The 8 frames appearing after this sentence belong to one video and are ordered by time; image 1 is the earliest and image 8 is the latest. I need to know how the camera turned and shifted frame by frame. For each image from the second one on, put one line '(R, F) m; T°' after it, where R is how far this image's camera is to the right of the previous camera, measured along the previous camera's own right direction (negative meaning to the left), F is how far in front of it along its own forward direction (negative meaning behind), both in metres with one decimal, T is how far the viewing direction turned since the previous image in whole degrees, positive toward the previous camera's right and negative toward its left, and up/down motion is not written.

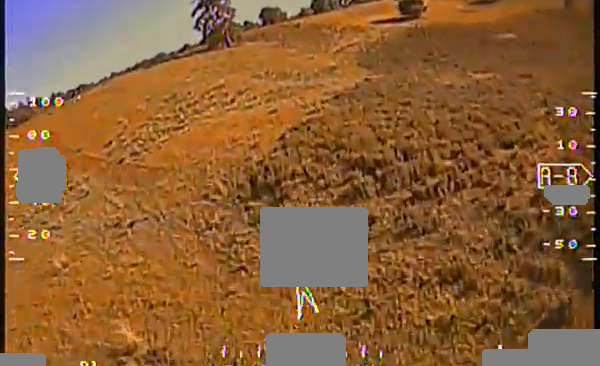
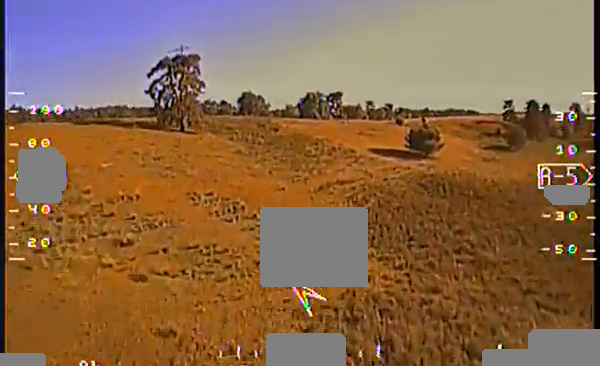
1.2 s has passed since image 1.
(+3.6, +20.1) m; +1°
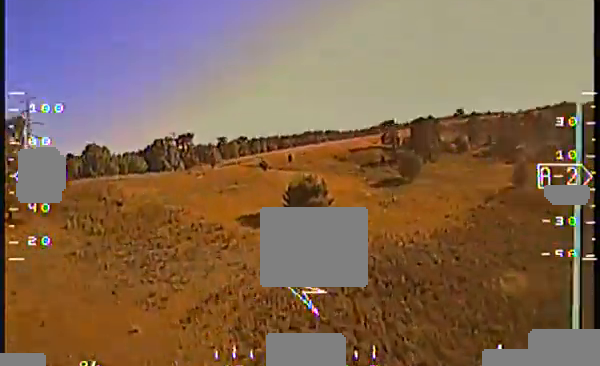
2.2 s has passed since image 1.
(-4.3, +12.1) m; +23°
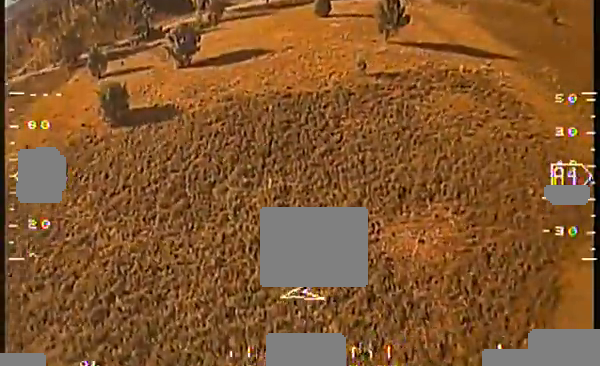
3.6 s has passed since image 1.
(+12.6, +17.4) m; +46°
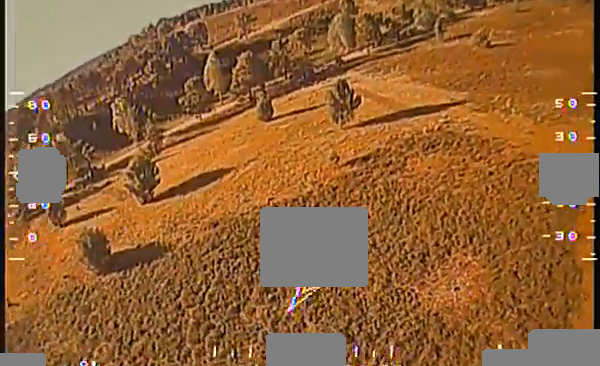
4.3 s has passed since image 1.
(+0.4, +8.8) m; +15°
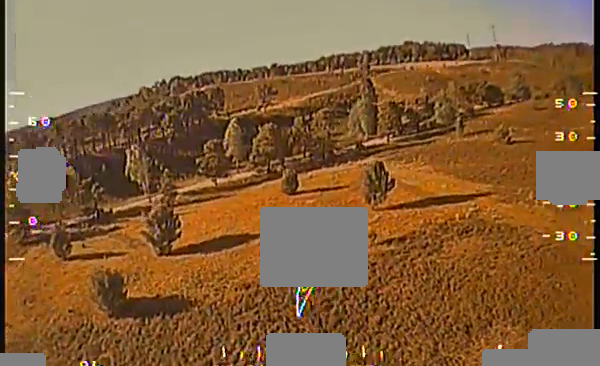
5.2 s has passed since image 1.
(+1.8, +8.7) m; +27°
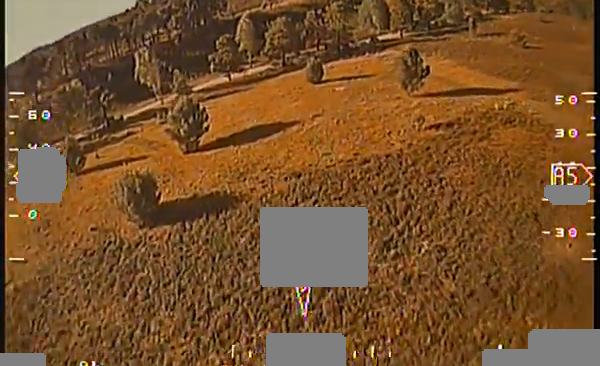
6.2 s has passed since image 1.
(+2.6, +8.3) m; +31°
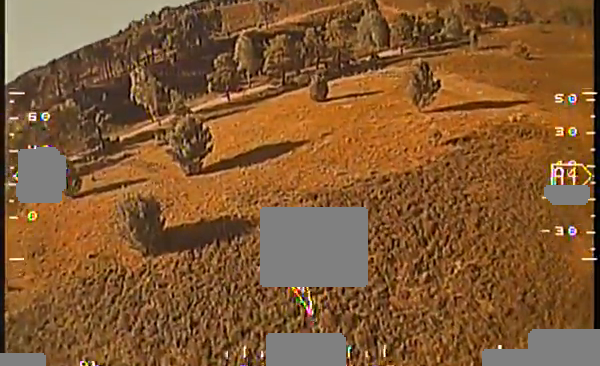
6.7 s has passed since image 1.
(+0.9, +4.2) m; +11°
